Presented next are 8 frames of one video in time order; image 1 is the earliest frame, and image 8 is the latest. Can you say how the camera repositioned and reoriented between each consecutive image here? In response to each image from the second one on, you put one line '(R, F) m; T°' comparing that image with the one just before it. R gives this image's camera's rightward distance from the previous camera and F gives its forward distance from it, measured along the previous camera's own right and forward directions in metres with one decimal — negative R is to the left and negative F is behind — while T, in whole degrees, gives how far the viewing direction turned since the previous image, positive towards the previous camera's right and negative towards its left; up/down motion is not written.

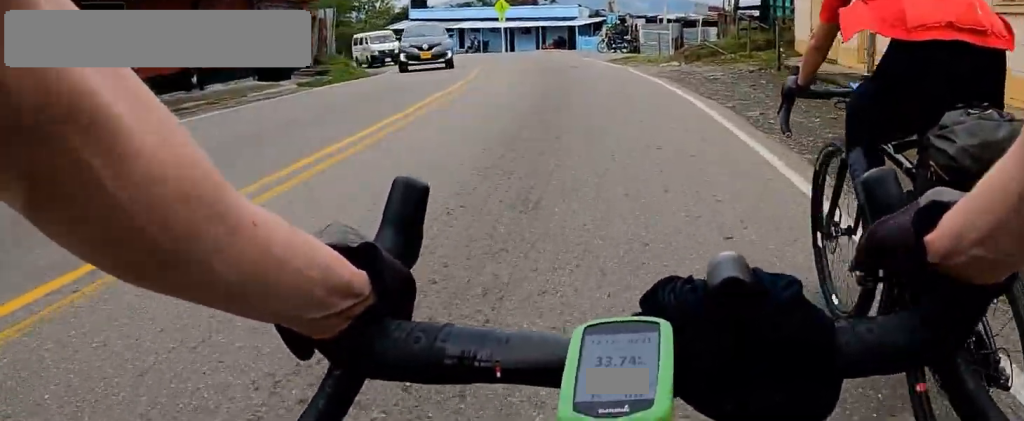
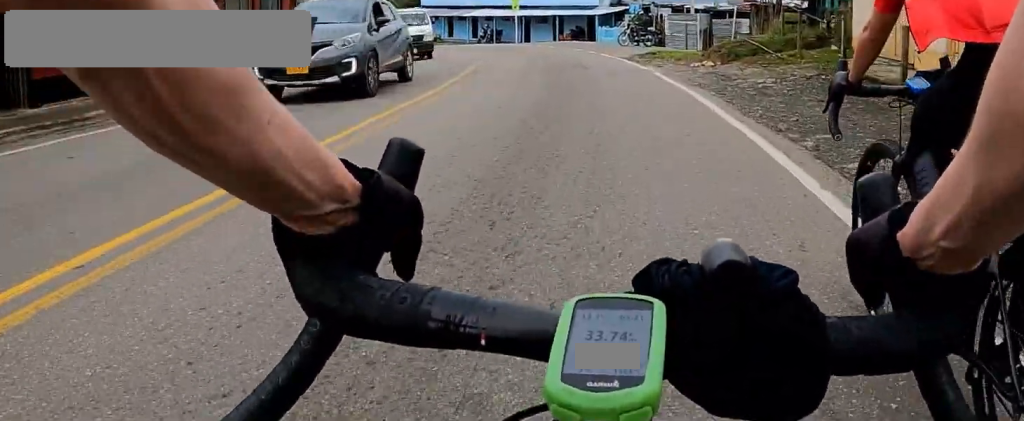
(-0.3, +2.9) m; 0°
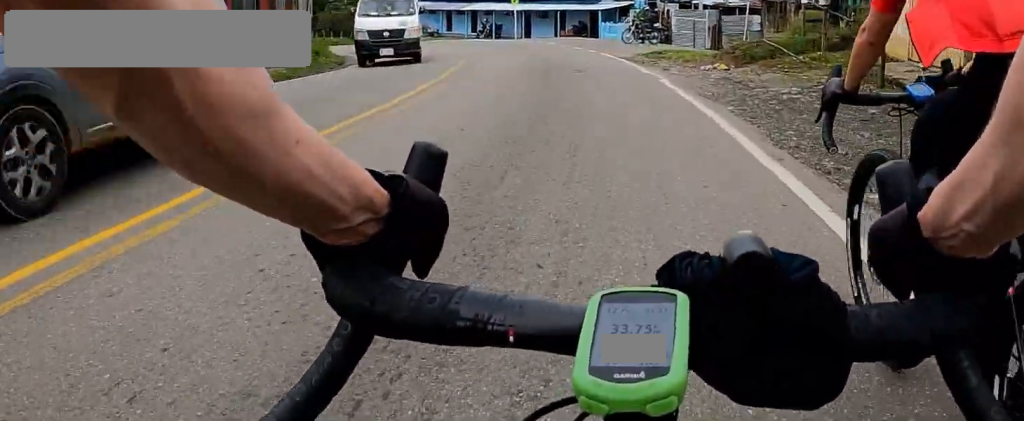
(+0.5, +1.5) m; 0°
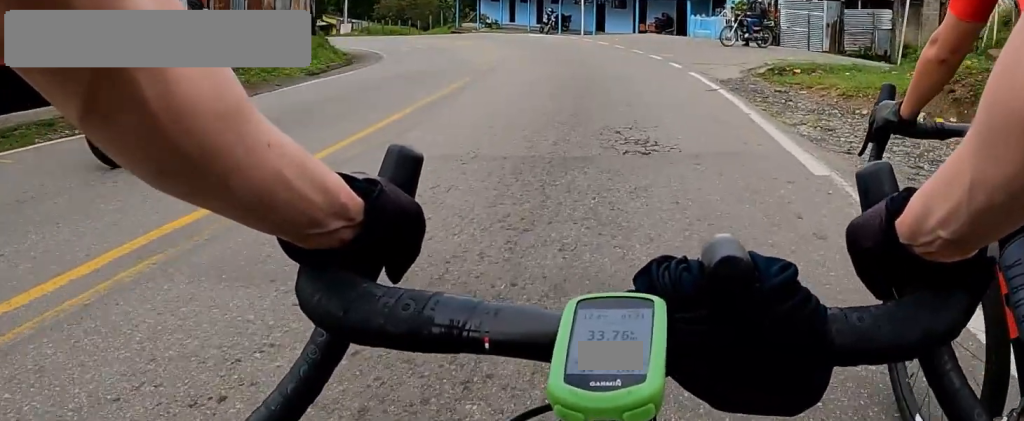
(-1.8, +6.6) m; -6°
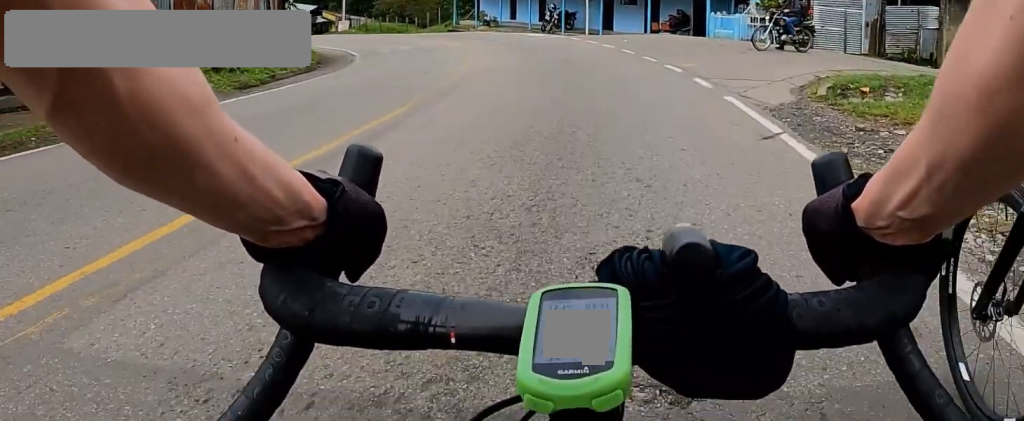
(+0.7, +3.3) m; +1°
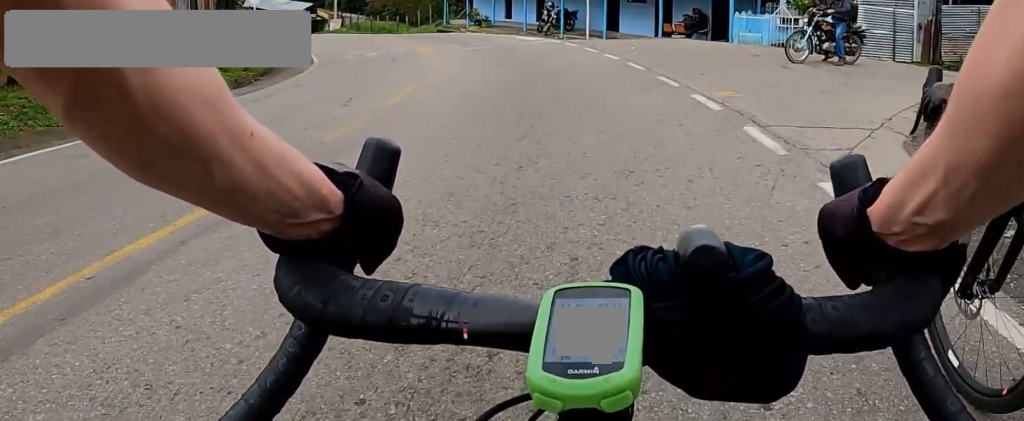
(-0.6, +4.2) m; -3°
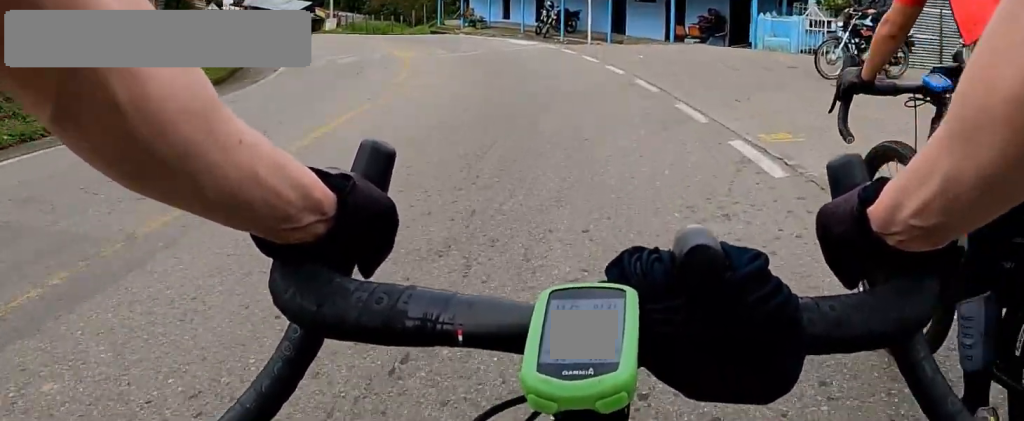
(-0.1, +2.9) m; +1°
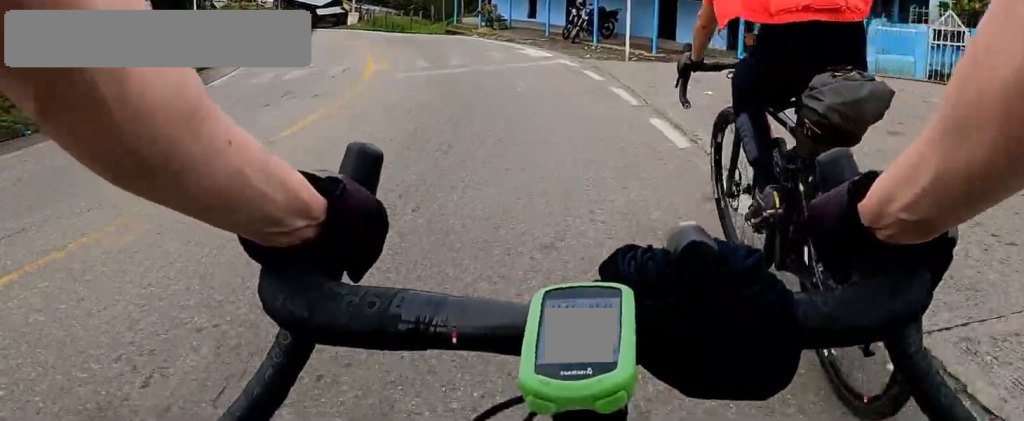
(+0.3, +5.7) m; -10°
